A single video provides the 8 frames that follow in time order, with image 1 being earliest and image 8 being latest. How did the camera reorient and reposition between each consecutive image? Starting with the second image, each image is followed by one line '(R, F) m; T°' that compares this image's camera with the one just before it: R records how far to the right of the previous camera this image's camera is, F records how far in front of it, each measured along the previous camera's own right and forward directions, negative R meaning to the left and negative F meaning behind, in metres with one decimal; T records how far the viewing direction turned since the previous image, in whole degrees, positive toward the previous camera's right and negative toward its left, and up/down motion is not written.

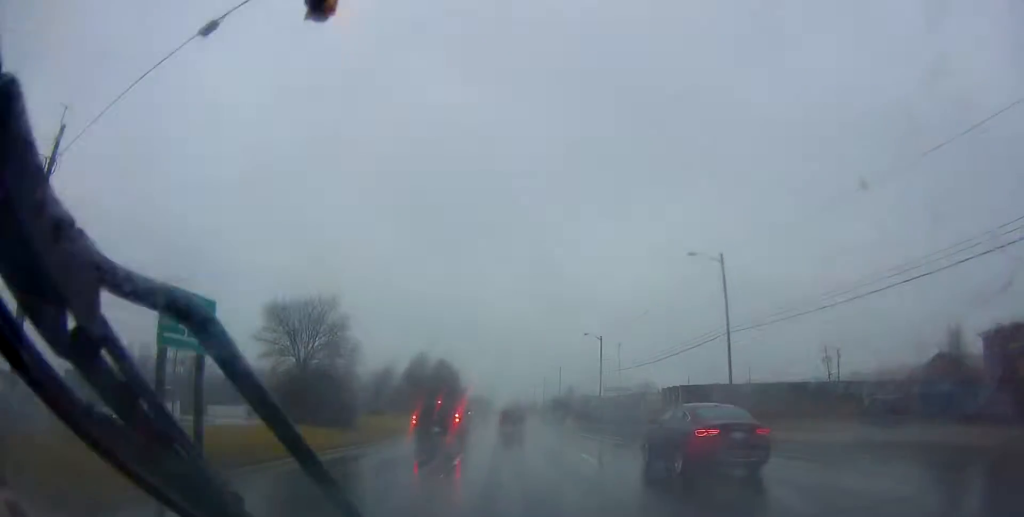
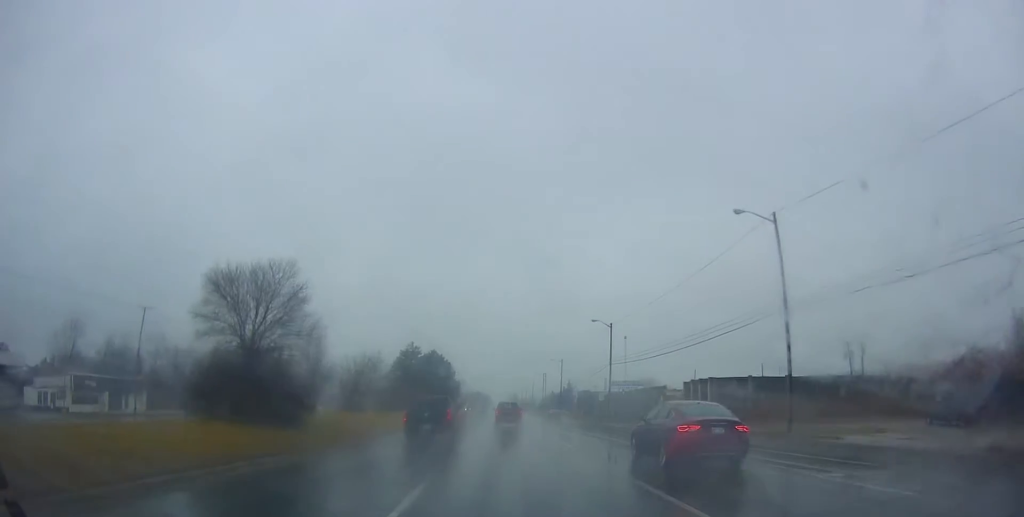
(+0.1, +8.8) m; +1°
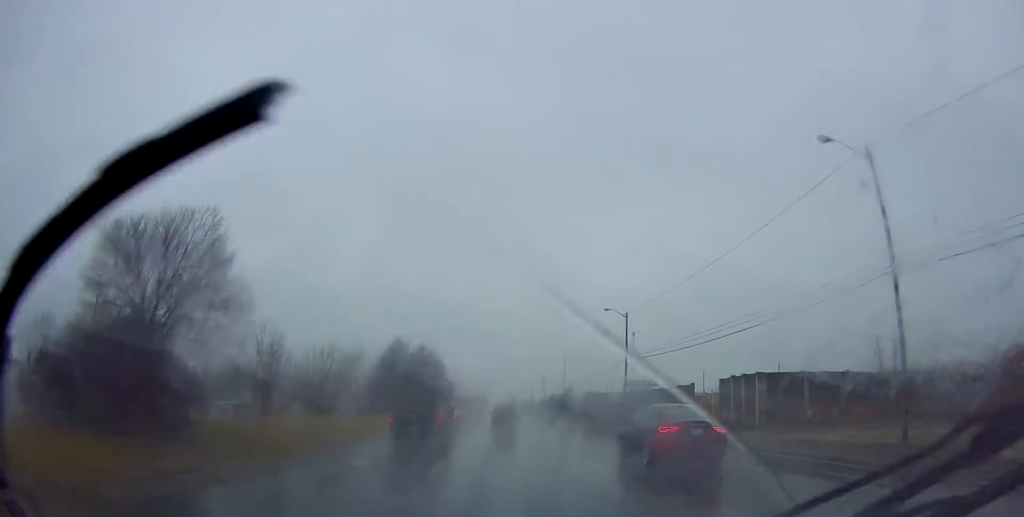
(+0.1, +10.2) m; 0°
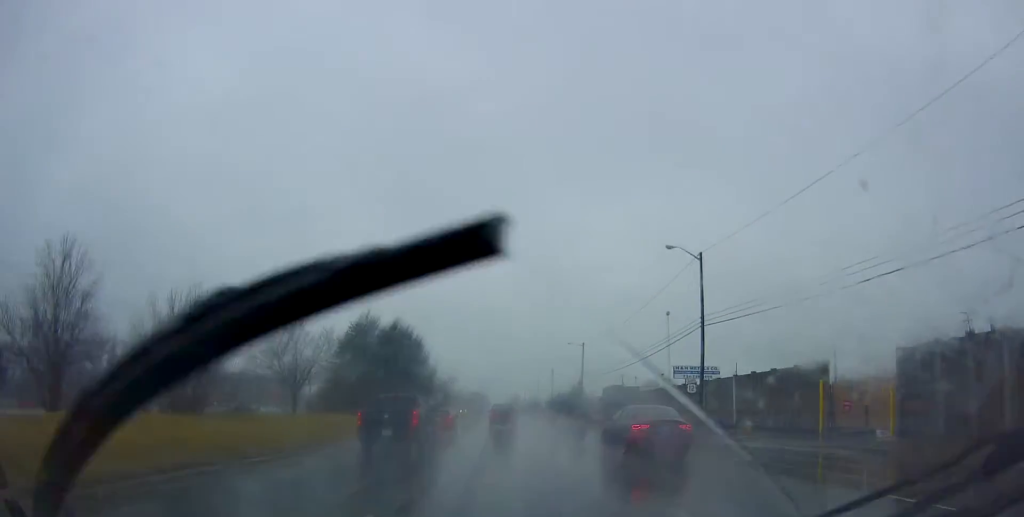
(-0.2, +23.2) m; -2°
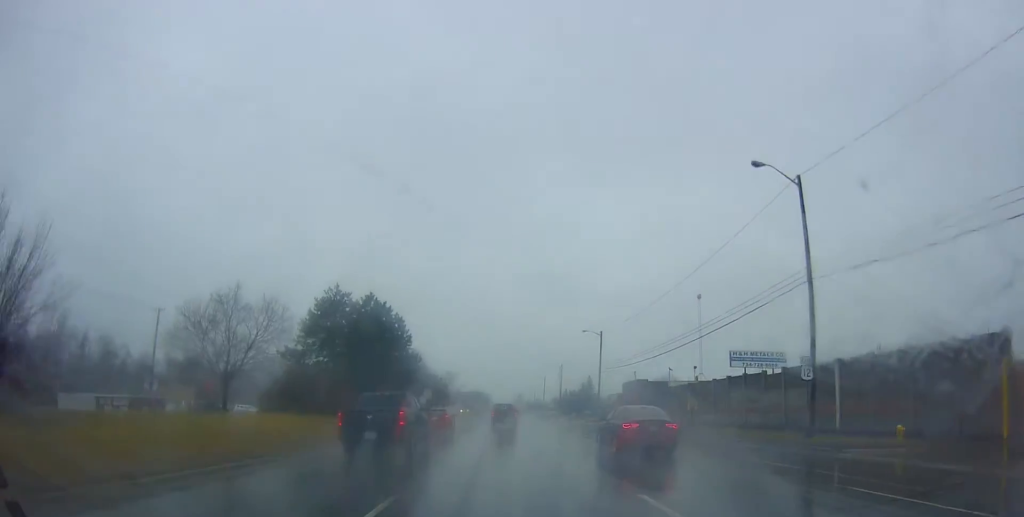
(-0.2, +14.1) m; 0°
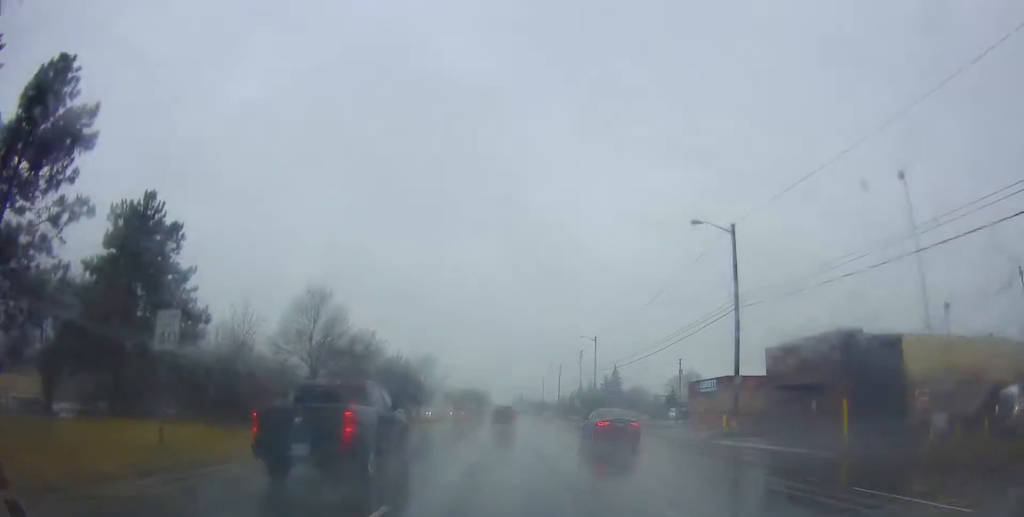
(+1.3, +46.1) m; +1°
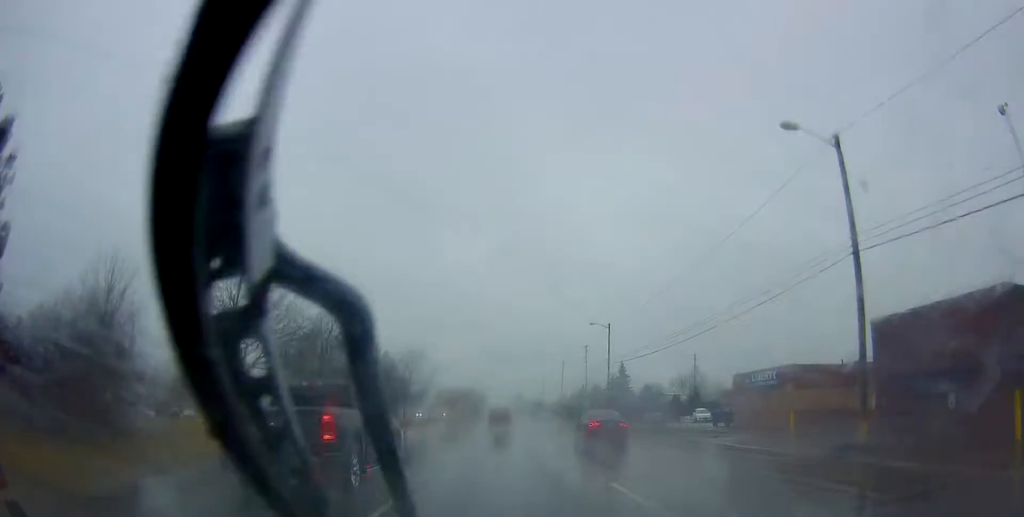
(-0.2, +12.6) m; 0°
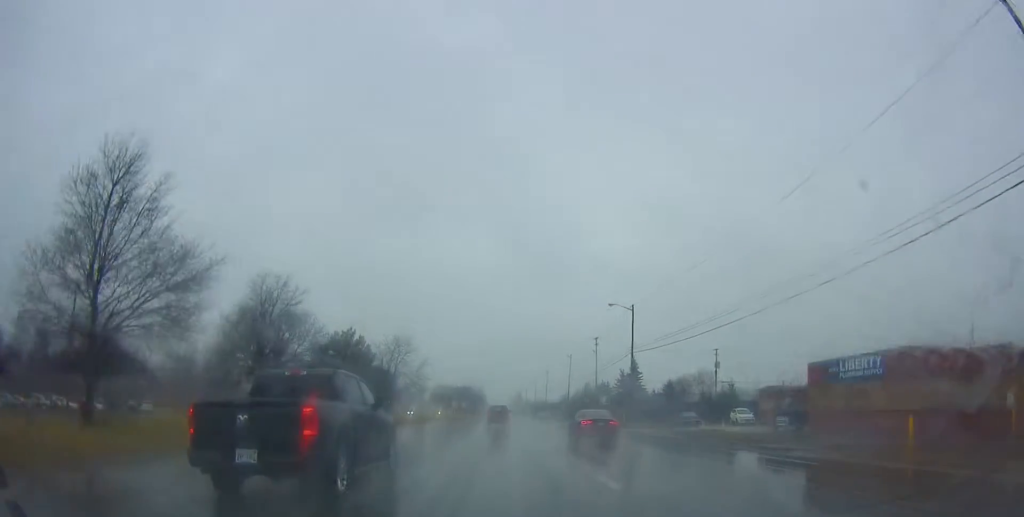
(-0.3, +12.6) m; 0°
